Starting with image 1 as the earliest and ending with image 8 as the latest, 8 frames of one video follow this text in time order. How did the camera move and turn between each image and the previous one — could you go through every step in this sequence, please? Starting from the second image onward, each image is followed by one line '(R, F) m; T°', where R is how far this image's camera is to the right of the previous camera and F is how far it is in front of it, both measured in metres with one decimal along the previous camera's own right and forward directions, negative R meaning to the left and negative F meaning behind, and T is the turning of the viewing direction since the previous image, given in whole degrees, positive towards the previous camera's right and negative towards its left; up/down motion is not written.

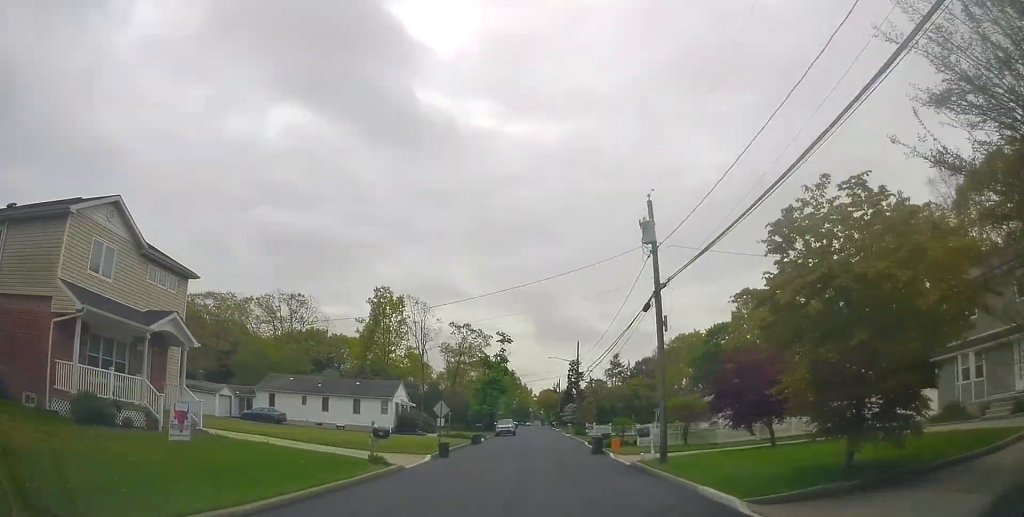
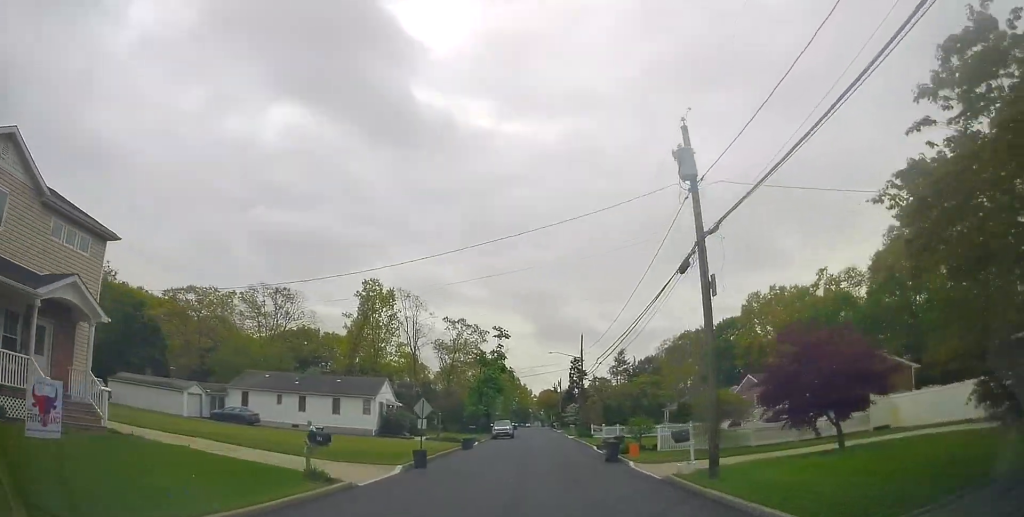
(+0.1, +5.9) m; +1°
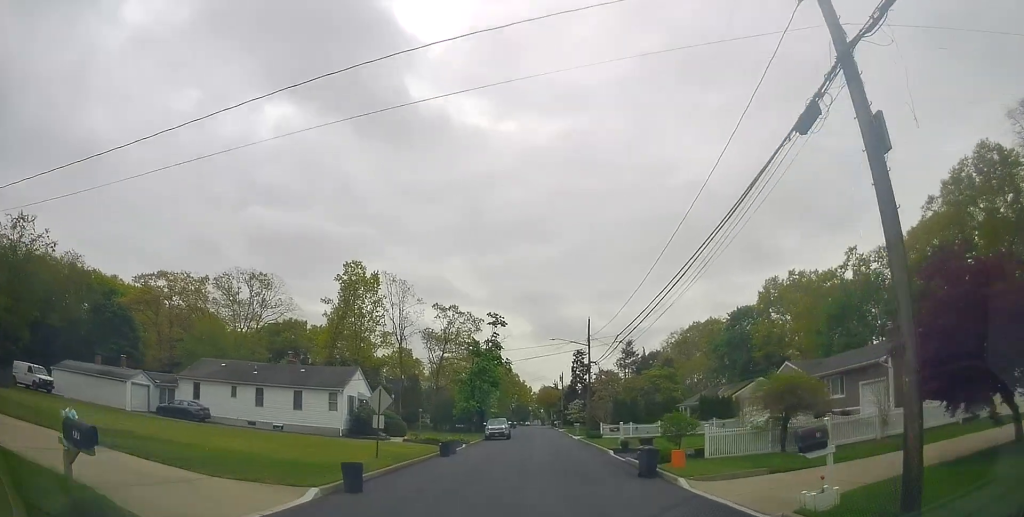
(+0.2, +8.4) m; 0°
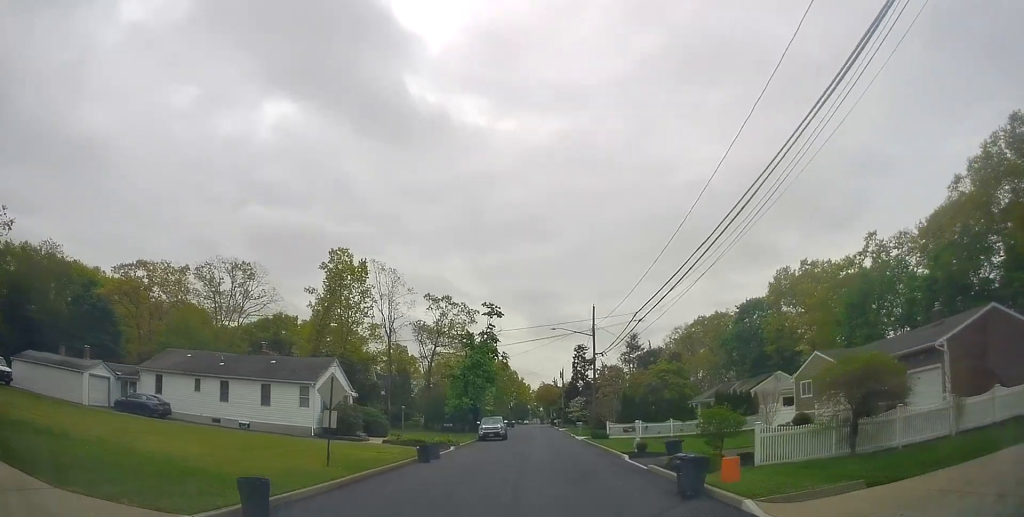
(-0.2, +5.2) m; -1°
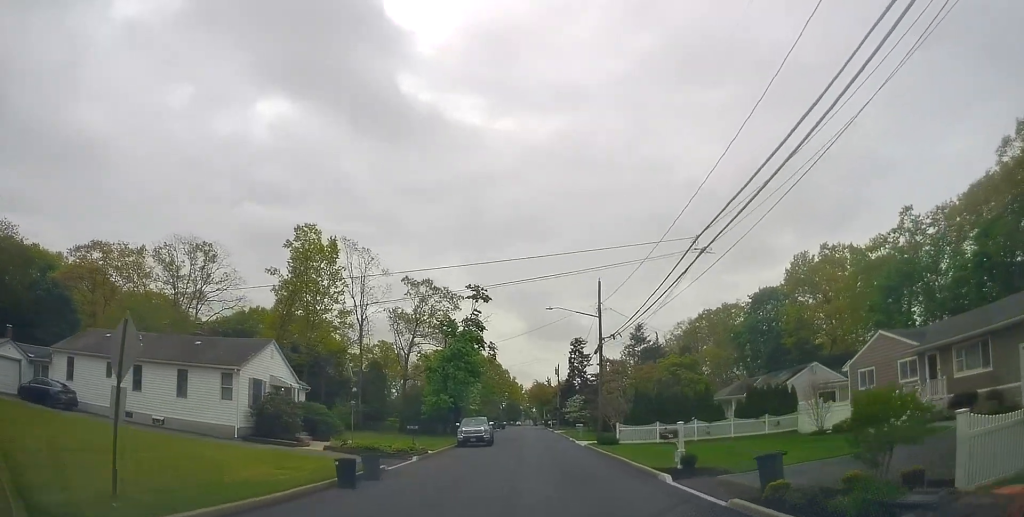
(-0.1, +9.1) m; +1°
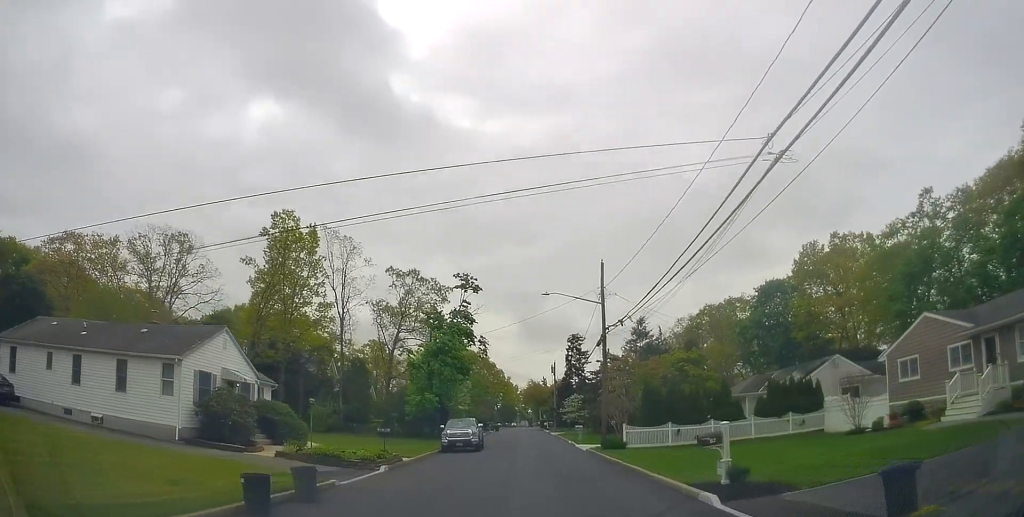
(0.0, +4.8) m; +1°
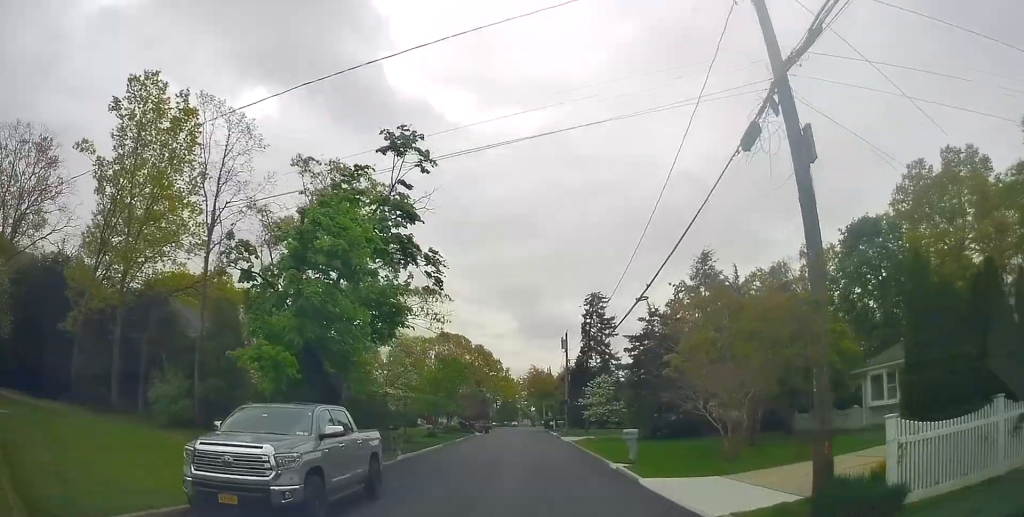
(-0.1, +25.8) m; +1°
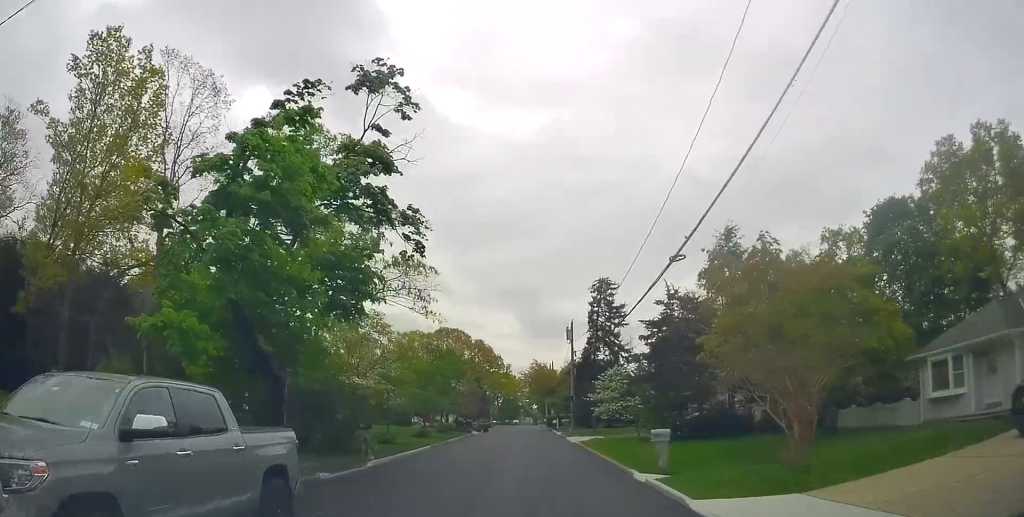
(+0.1, +4.9) m; 0°
